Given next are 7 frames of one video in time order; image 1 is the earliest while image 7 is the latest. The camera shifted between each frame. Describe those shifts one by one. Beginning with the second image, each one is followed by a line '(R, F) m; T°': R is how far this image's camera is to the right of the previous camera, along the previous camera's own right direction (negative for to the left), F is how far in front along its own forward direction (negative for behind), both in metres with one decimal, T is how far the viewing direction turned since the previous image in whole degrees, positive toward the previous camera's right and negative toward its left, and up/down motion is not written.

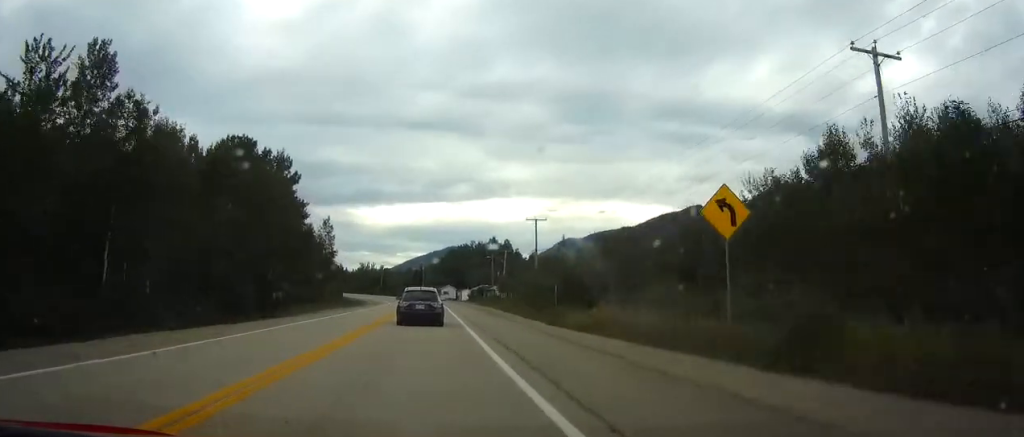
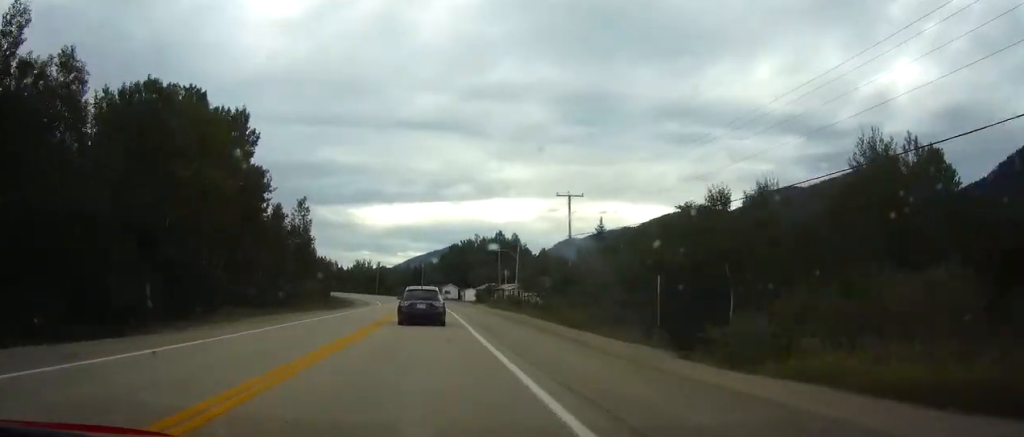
(0.0, +19.1) m; 0°
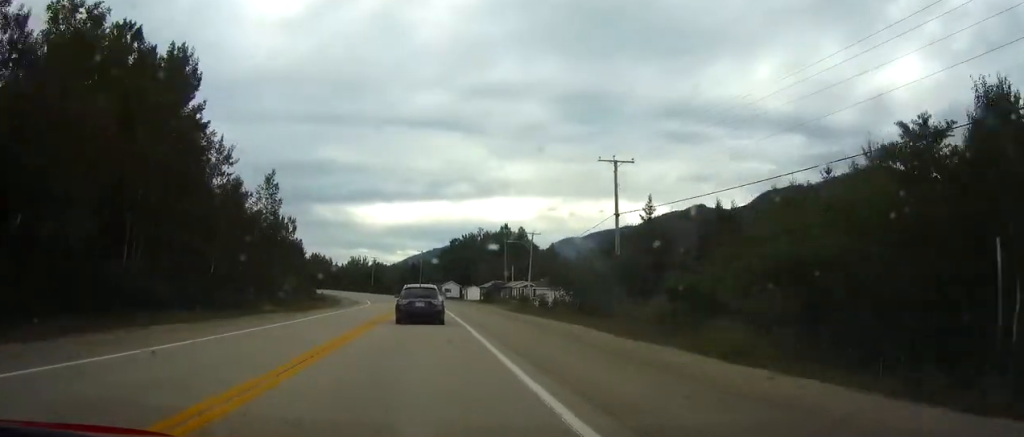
(-0.1, +15.6) m; 0°
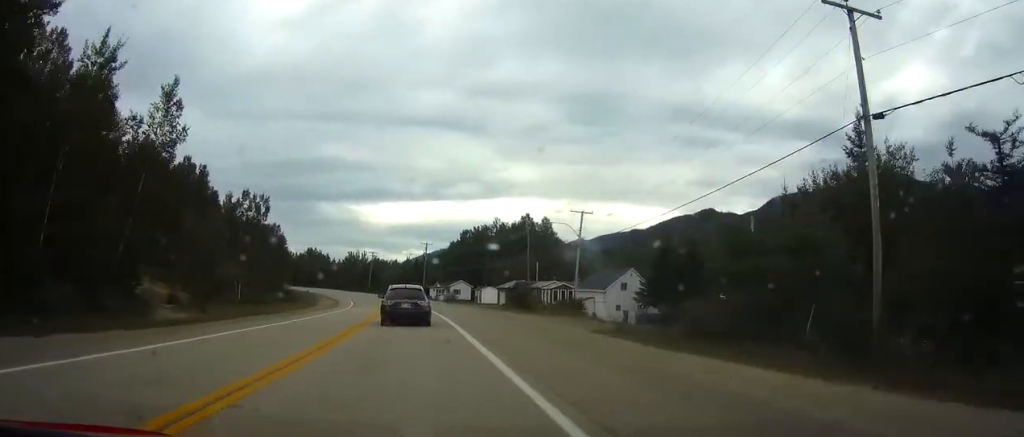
(-0.1, +27.5) m; 0°
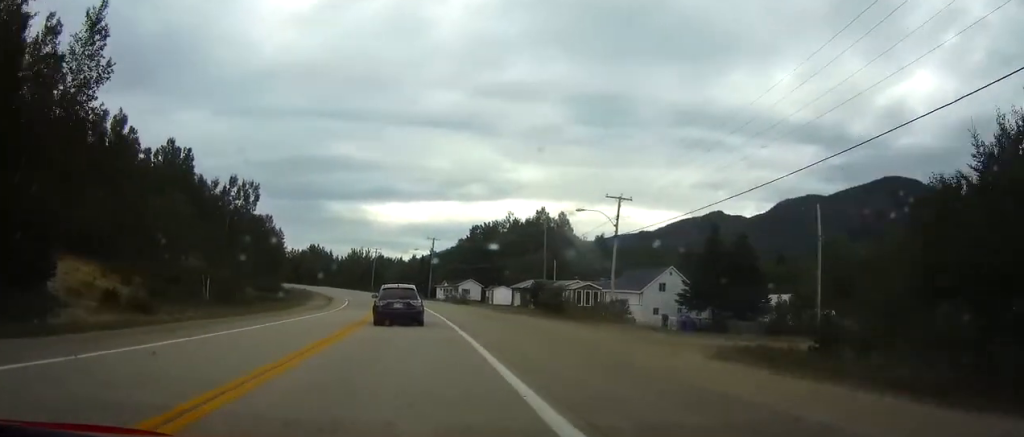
(0.0, +11.2) m; 0°
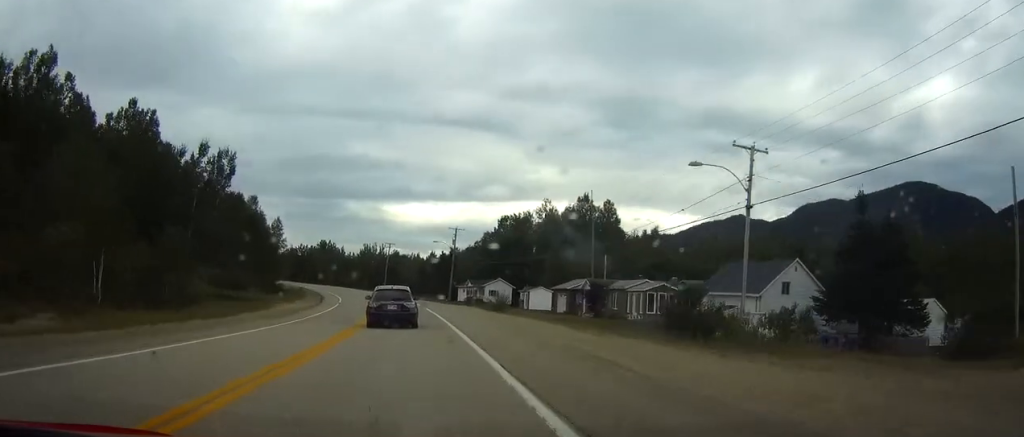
(+0.1, +21.4) m; -2°
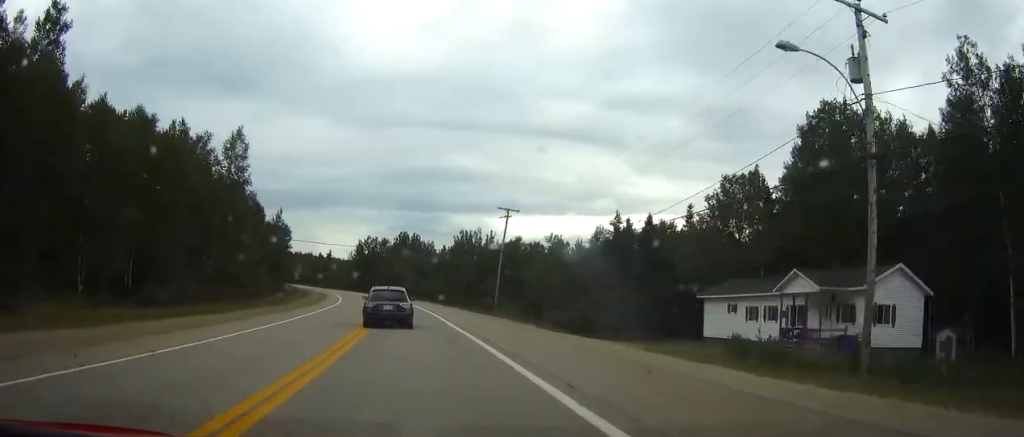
(-5.2, +83.3) m; -8°
